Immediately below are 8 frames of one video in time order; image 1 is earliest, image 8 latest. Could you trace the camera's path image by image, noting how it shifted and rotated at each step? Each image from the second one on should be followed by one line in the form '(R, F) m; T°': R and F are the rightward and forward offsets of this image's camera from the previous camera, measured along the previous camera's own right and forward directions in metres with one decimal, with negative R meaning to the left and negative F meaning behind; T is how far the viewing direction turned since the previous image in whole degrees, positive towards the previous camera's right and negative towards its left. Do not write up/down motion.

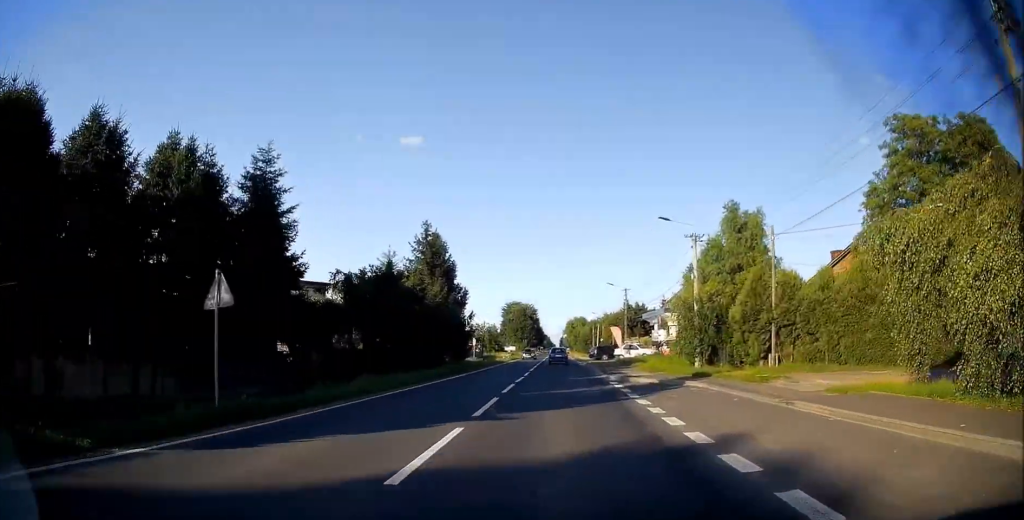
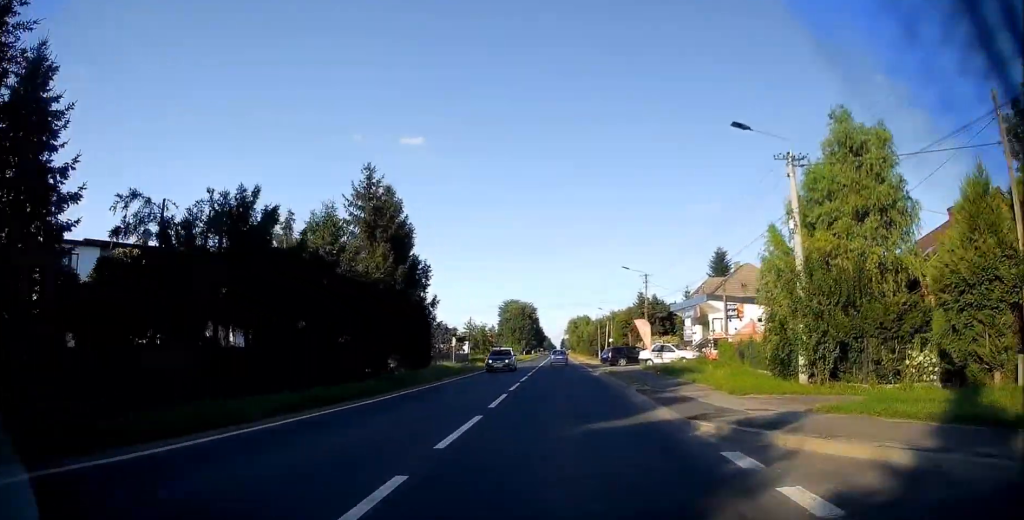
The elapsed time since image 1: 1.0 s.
(+0.3, +15.6) m; 0°
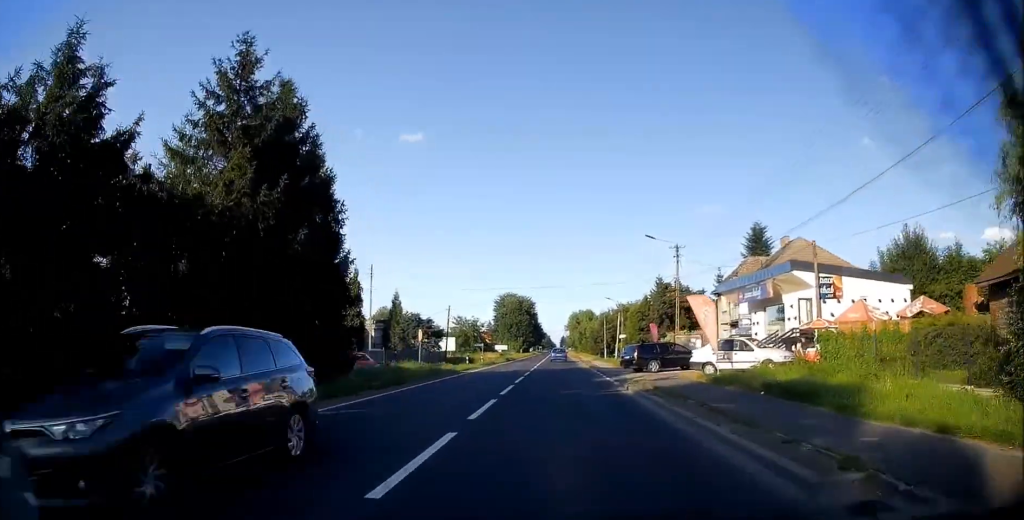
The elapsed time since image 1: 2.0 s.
(-0.1, +14.4) m; -2°
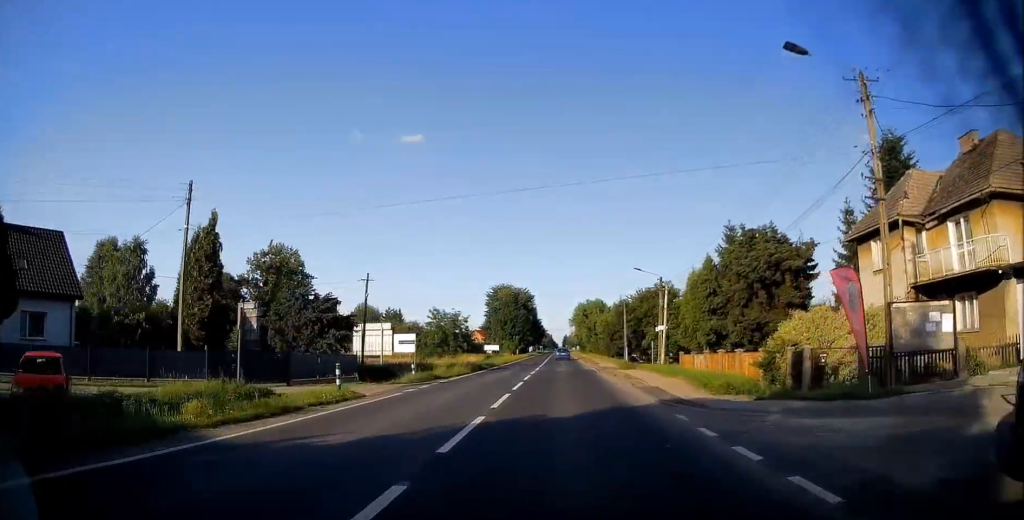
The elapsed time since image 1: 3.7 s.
(-0.3, +27.5) m; 0°
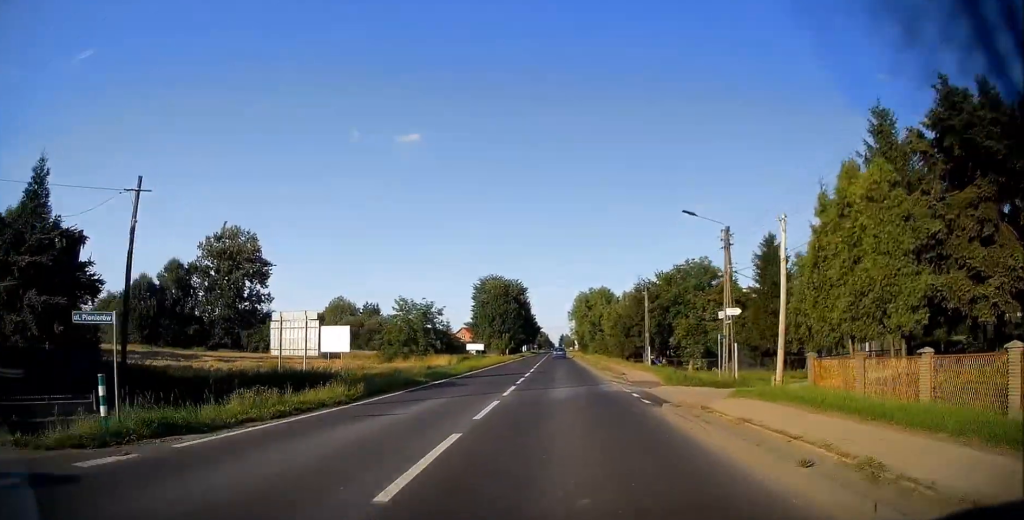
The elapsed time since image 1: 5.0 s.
(+0.4, +20.6) m; 0°
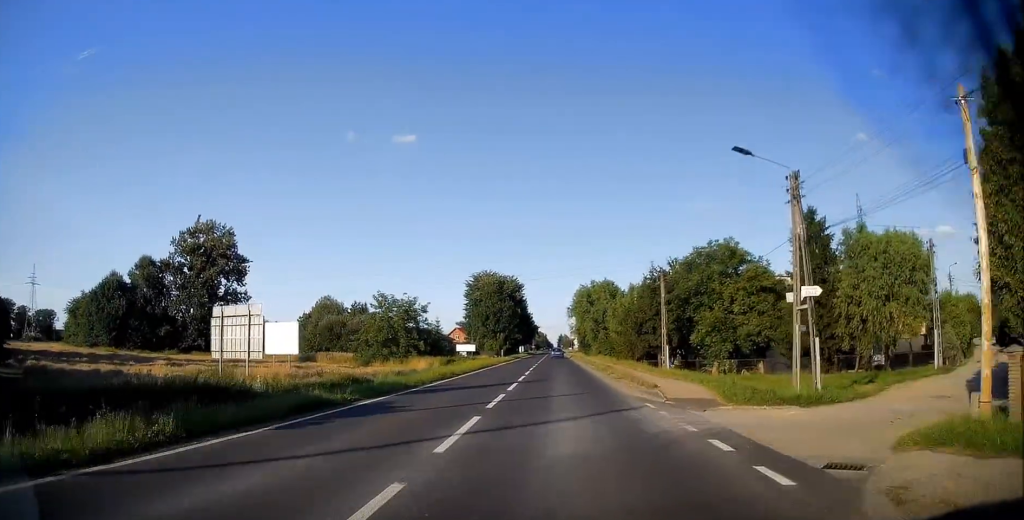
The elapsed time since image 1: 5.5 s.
(0.0, +9.3) m; -1°
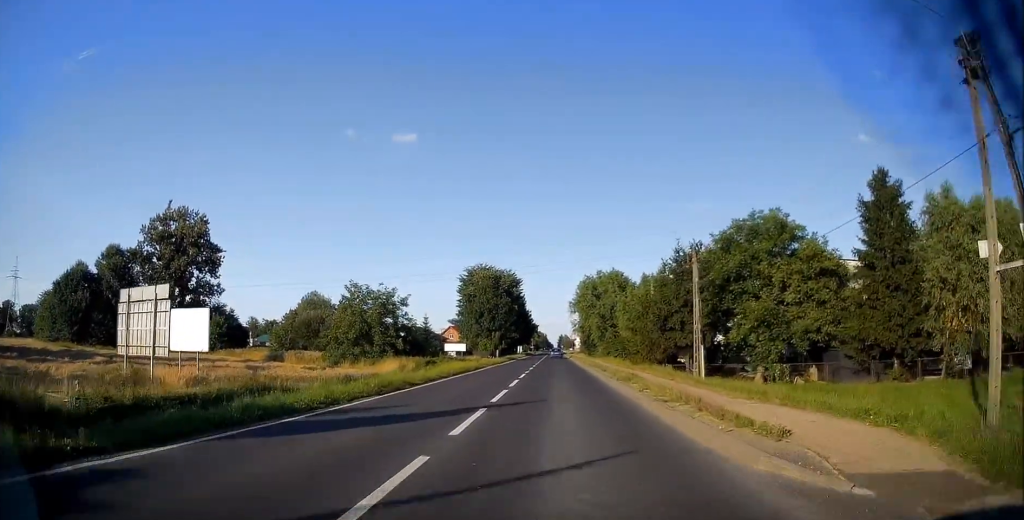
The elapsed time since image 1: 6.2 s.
(-0.2, +10.5) m; -1°
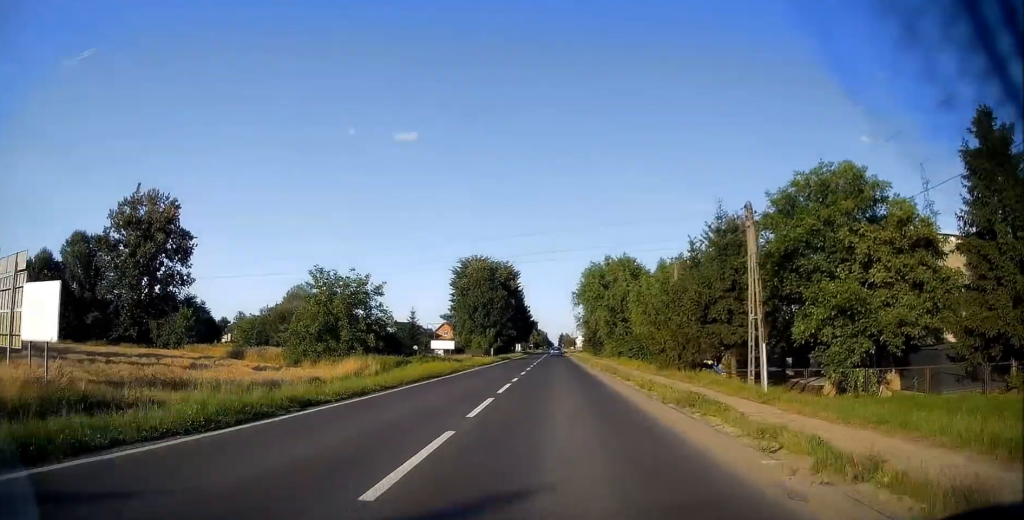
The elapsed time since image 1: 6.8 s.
(0.0, +10.1) m; +1°
